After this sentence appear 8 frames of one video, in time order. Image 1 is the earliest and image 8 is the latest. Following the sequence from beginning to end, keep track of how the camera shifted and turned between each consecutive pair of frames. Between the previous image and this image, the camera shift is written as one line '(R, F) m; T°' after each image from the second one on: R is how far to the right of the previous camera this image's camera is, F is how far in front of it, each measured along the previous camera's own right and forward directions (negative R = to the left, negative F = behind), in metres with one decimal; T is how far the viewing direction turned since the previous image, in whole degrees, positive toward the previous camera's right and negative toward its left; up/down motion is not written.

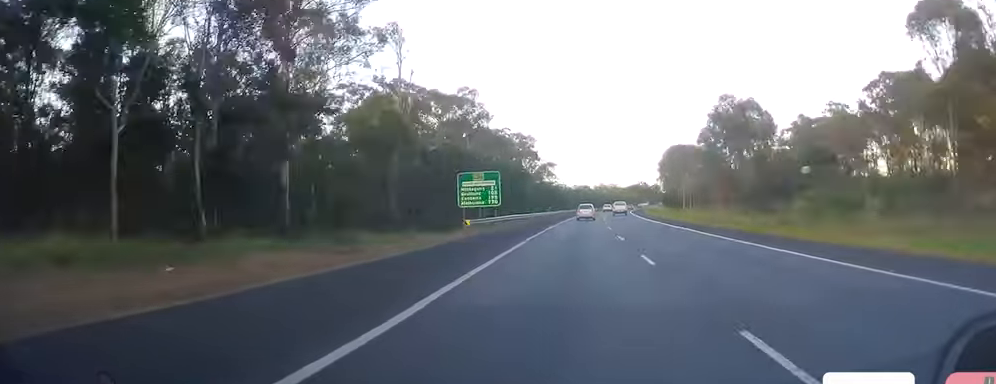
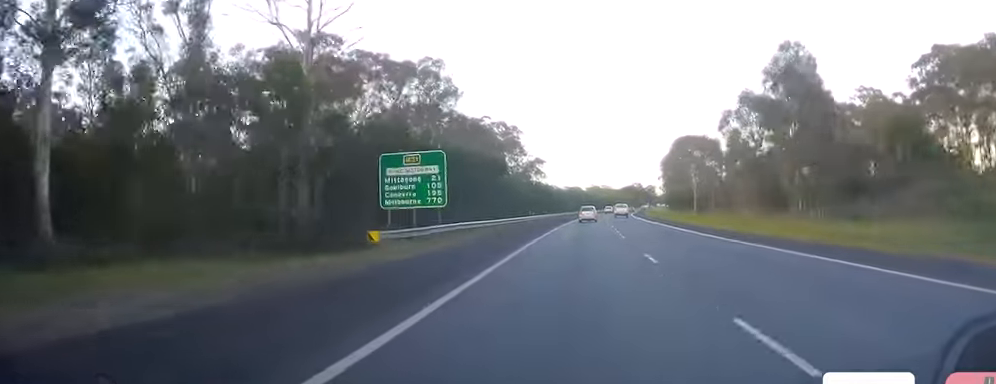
(-0.1, +22.8) m; 0°
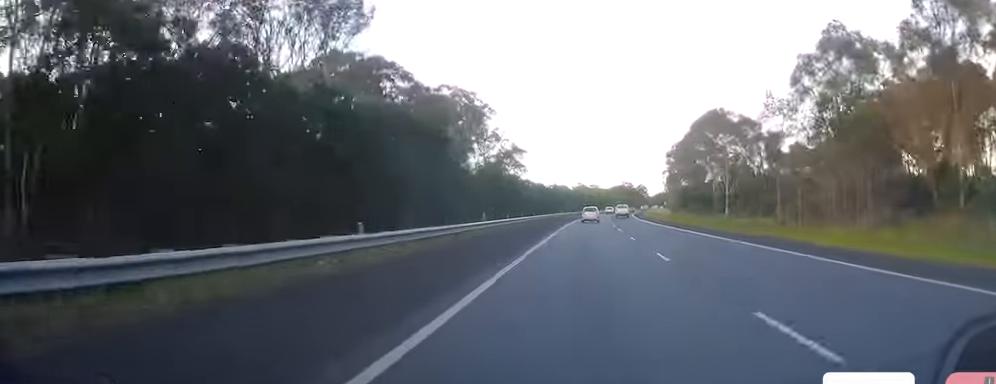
(+0.3, +35.1) m; +2°
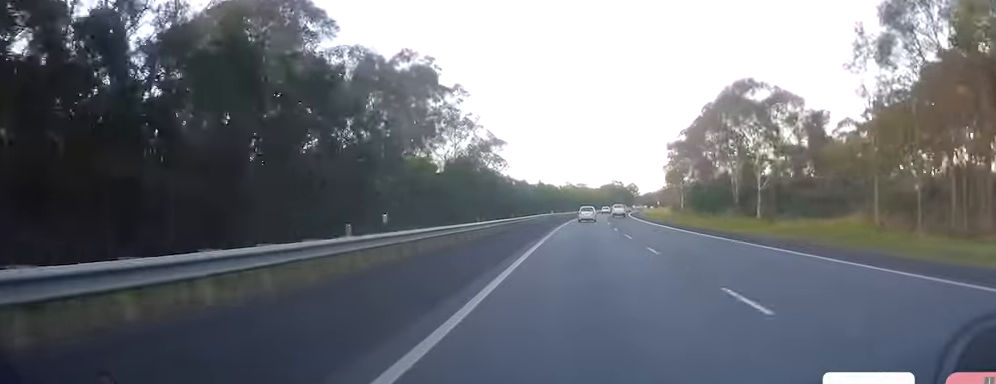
(+0.3, +20.8) m; +1°
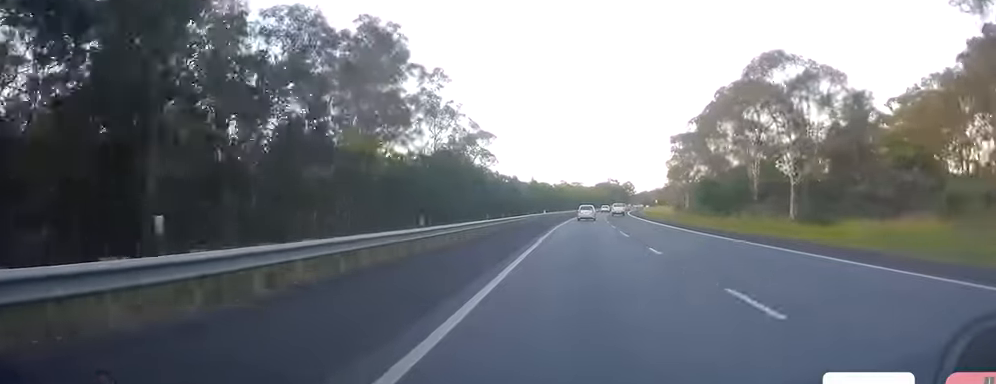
(-0.1, +12.3) m; 0°
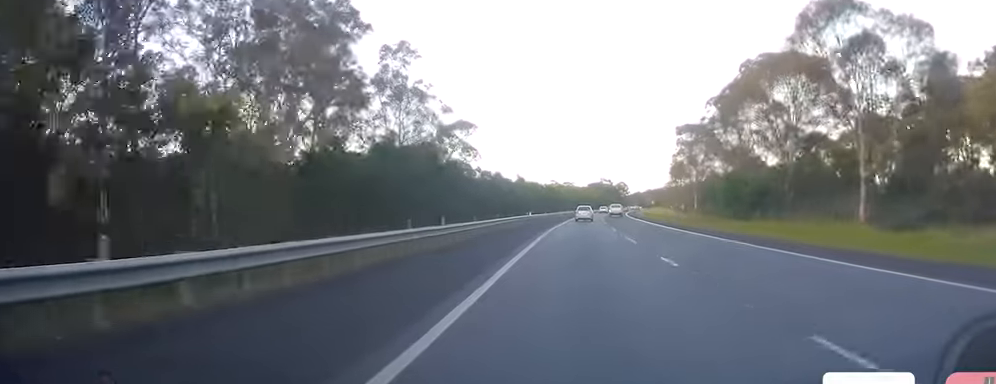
(0.0, +16.1) m; 0°
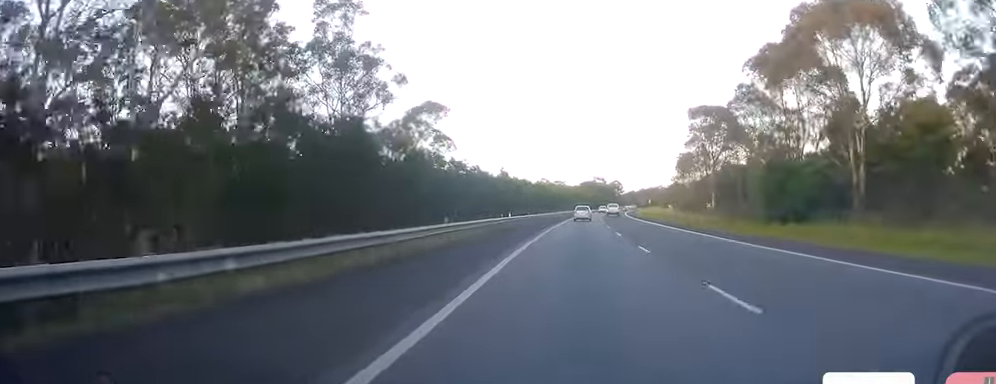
(0.0, +18.9) m; +1°
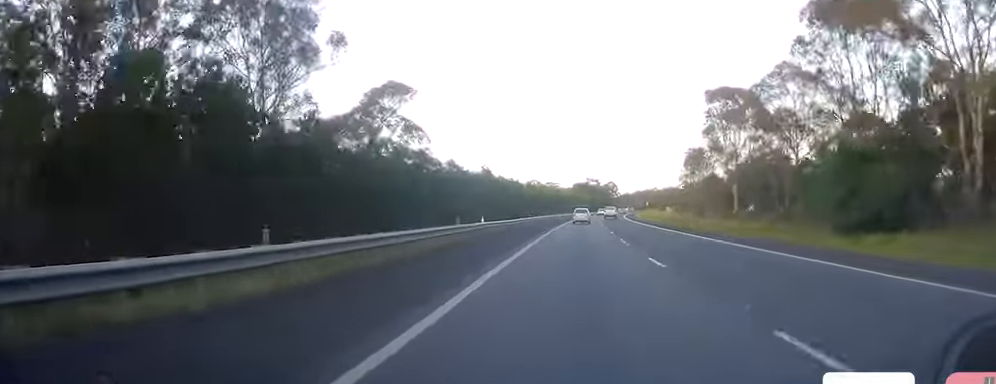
(+0.3, +16.1) m; +1°
